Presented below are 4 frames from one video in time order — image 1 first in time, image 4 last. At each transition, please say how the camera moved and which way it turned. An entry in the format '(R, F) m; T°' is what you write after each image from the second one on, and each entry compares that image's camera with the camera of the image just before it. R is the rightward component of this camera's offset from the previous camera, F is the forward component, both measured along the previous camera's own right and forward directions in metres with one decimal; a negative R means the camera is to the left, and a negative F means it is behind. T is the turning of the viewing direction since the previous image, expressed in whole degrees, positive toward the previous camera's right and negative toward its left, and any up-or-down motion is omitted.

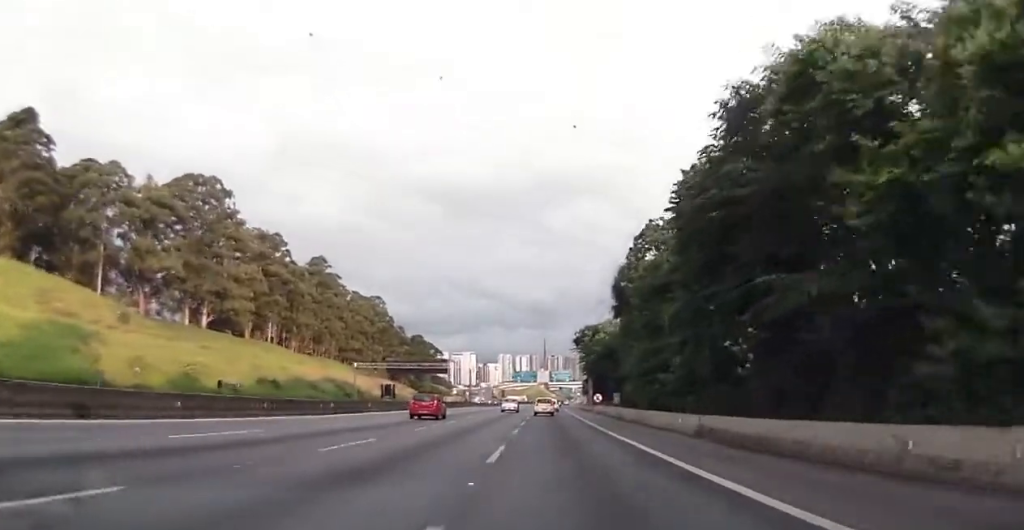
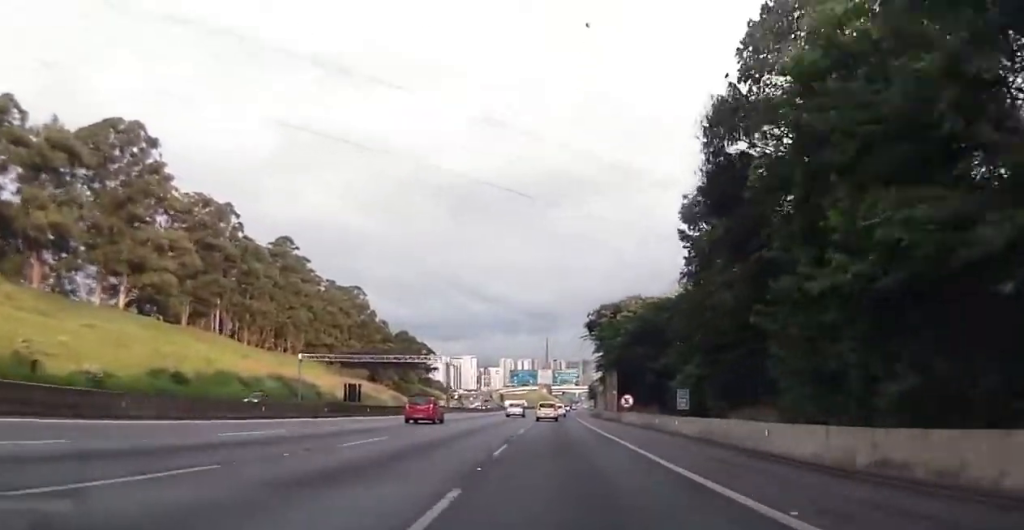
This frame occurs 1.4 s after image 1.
(0.0, +33.1) m; -1°
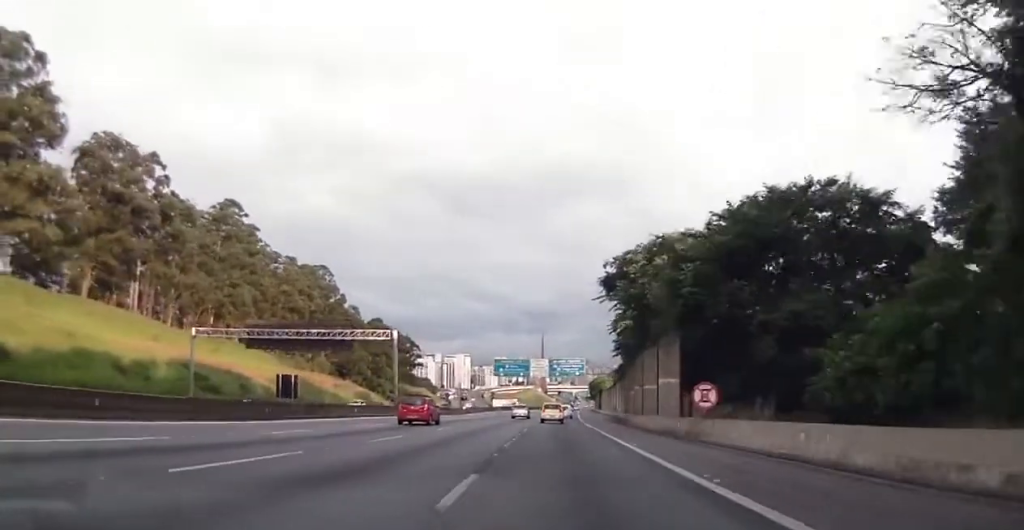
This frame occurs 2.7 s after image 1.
(0.0, +32.7) m; +1°
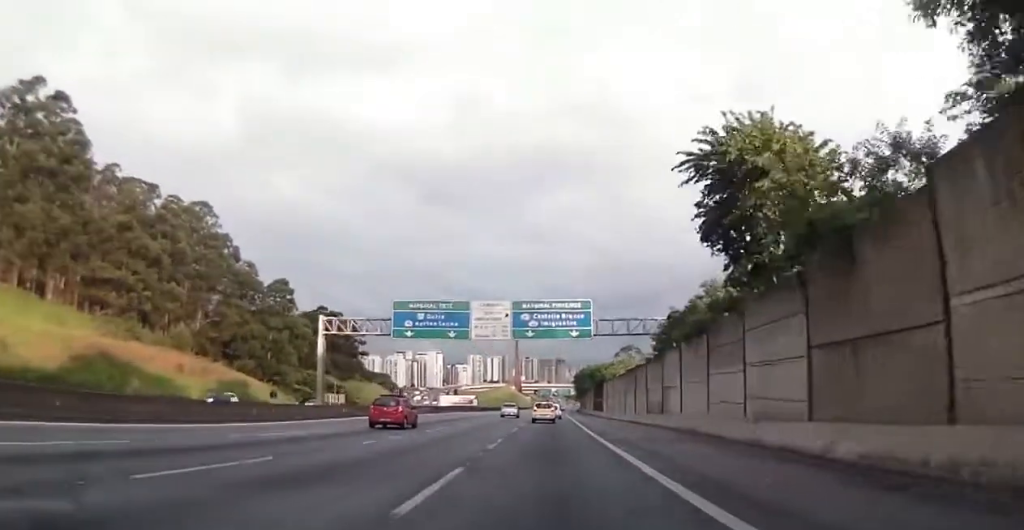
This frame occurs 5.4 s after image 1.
(+0.9, +63.0) m; +1°
